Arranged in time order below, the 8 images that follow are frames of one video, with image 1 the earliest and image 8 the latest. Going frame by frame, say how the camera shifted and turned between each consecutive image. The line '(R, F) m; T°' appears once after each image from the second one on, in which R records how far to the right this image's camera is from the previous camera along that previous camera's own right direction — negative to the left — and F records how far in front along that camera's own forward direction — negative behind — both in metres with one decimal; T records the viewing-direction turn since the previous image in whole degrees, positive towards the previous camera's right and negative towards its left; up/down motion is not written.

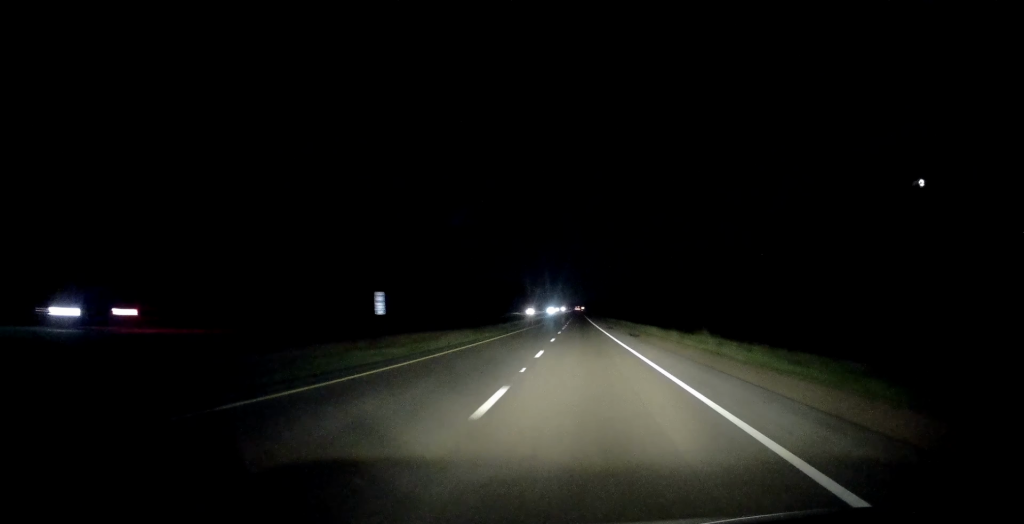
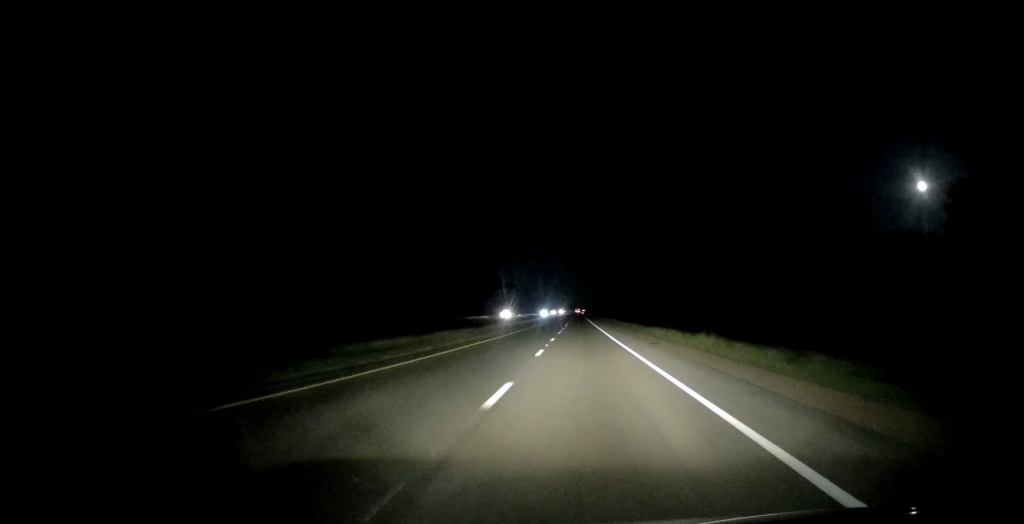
(0.0, +59.7) m; 0°
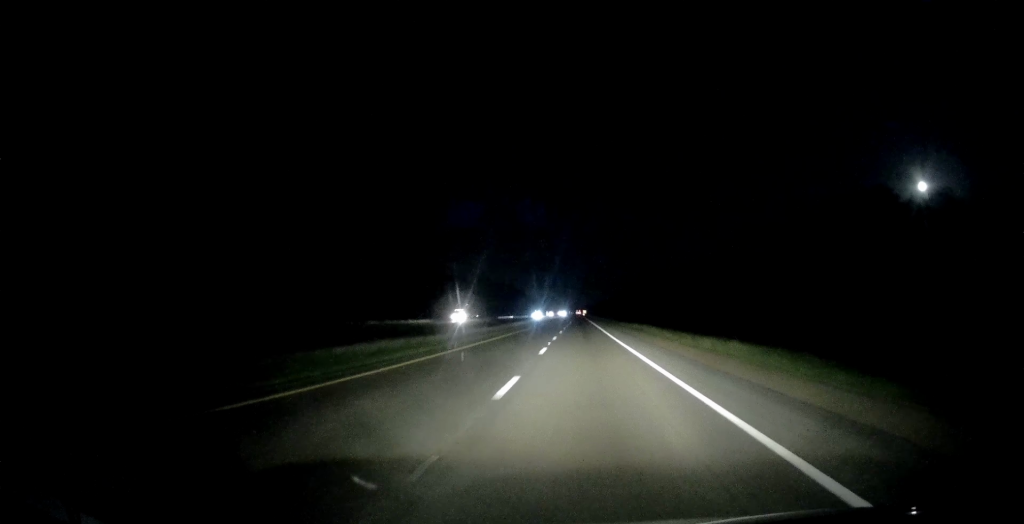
(+0.1, +47.0) m; +1°
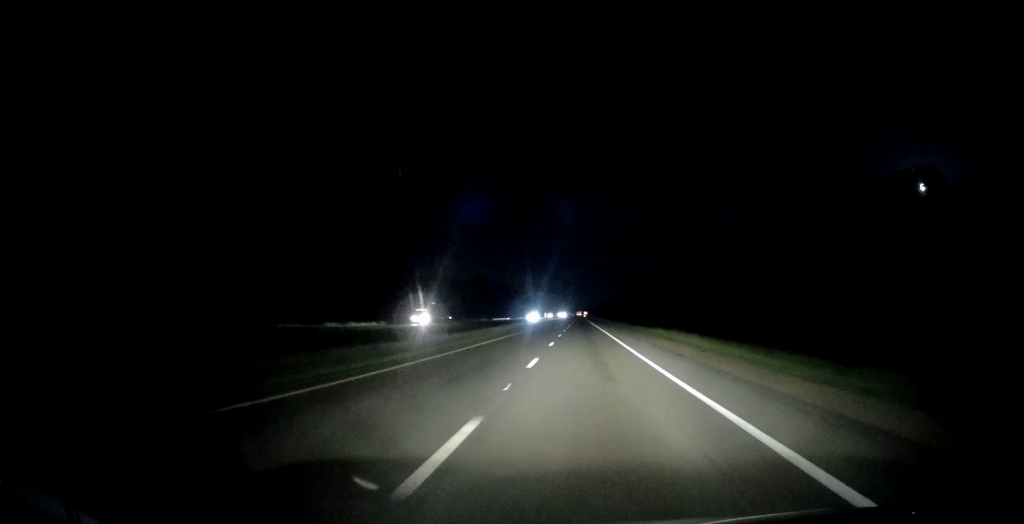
(+0.1, +17.8) m; 0°
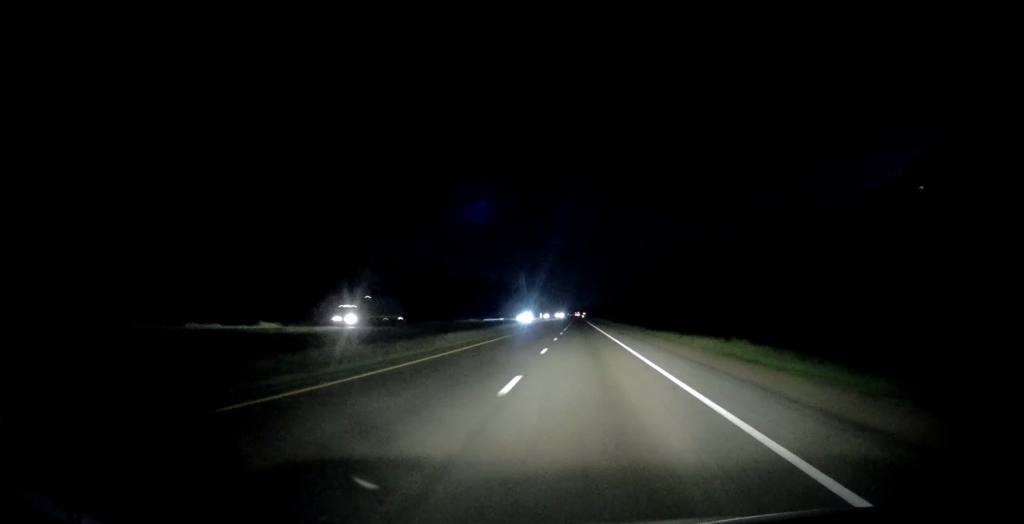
(+0.2, +17.8) m; 0°
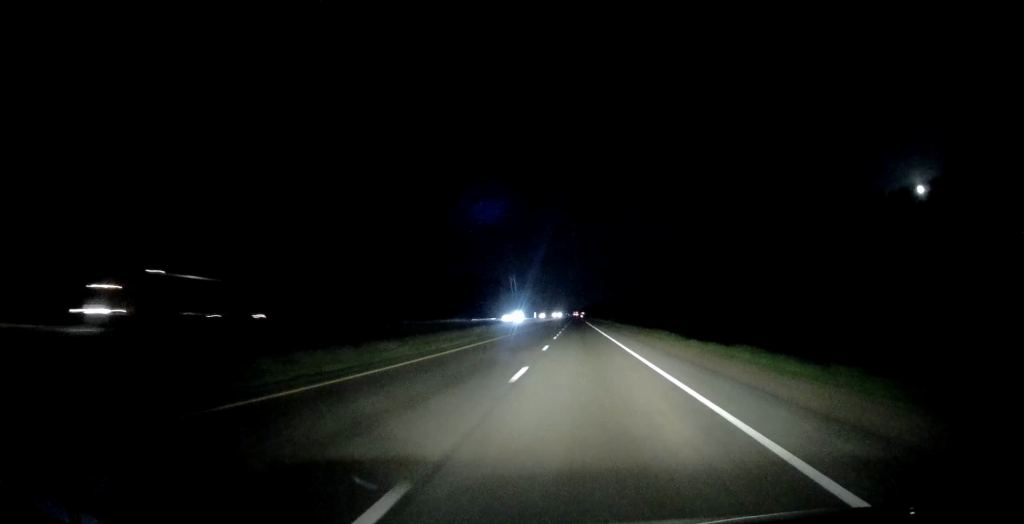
(-0.5, +21.9) m; 0°
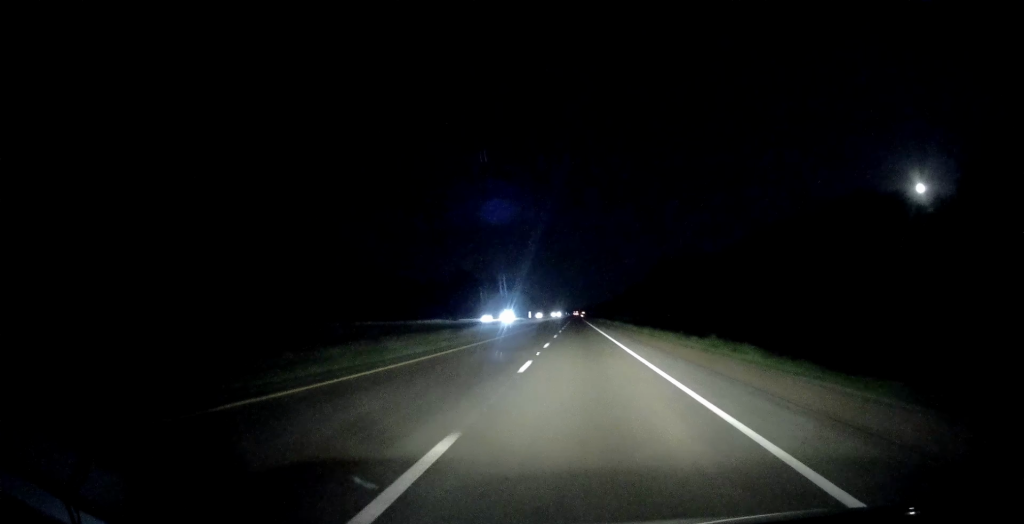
(0.0, +21.9) m; 0°
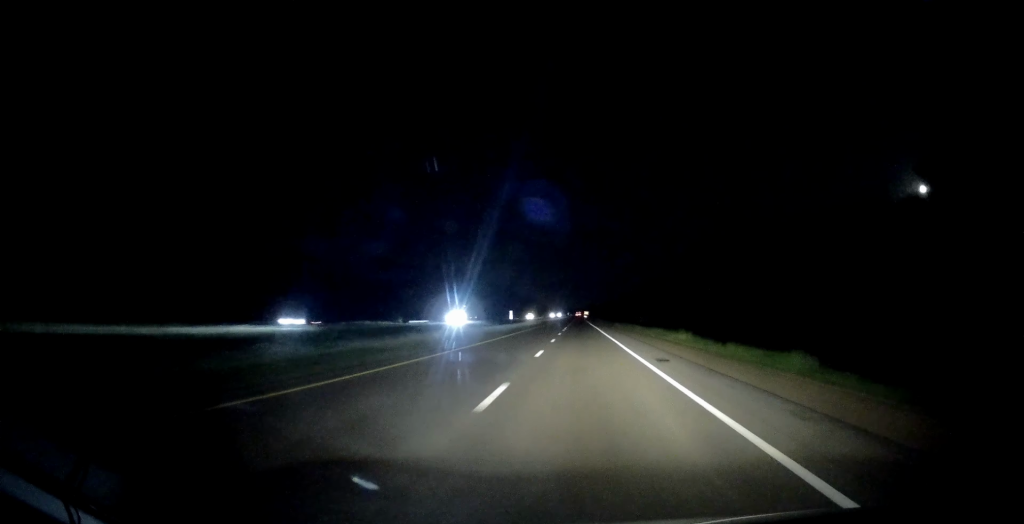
(+0.1, +54.4) m; 0°
